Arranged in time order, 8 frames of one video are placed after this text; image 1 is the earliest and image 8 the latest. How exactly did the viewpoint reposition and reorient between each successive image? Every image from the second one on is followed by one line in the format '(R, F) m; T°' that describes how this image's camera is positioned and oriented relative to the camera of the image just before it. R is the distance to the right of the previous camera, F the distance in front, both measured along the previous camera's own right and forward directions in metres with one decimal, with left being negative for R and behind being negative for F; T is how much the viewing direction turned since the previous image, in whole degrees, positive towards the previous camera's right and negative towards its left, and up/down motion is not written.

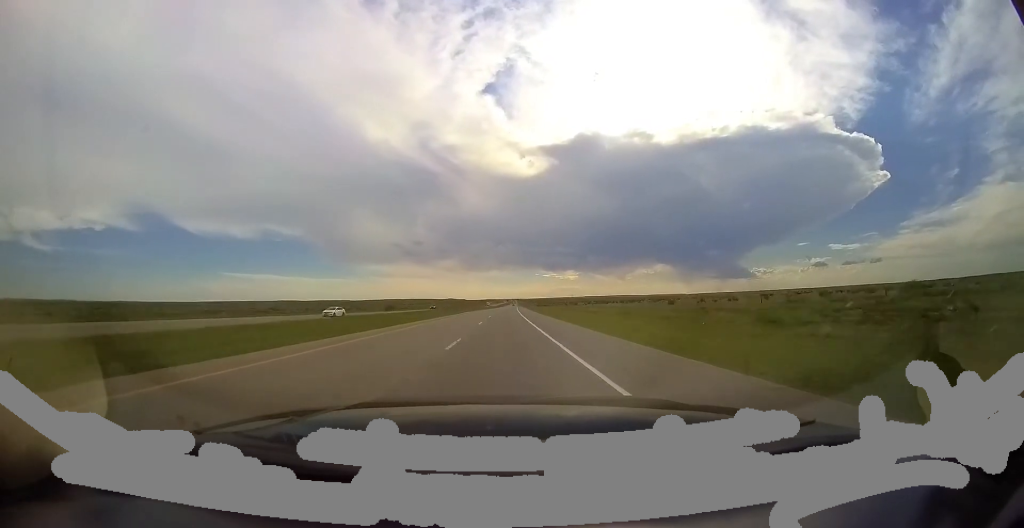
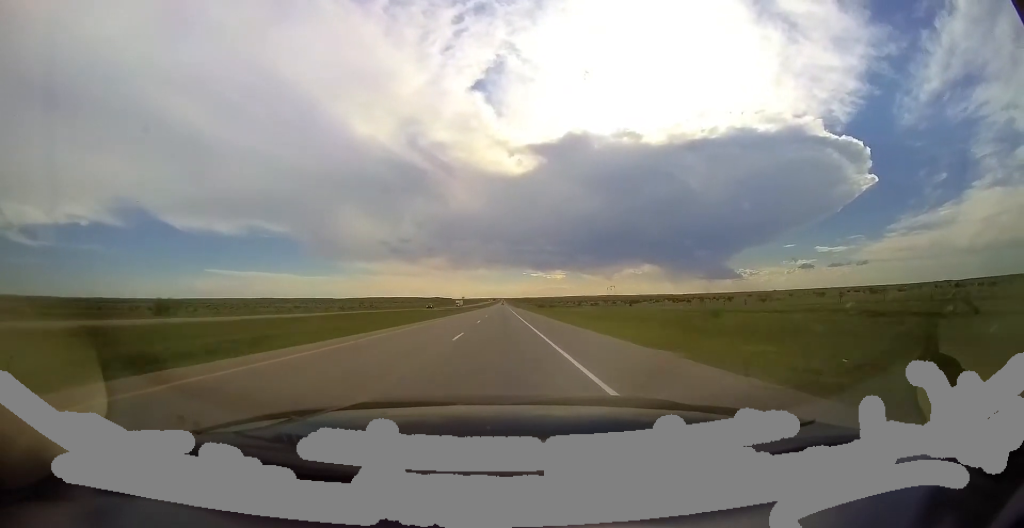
(+1.4, +82.9) m; +1°
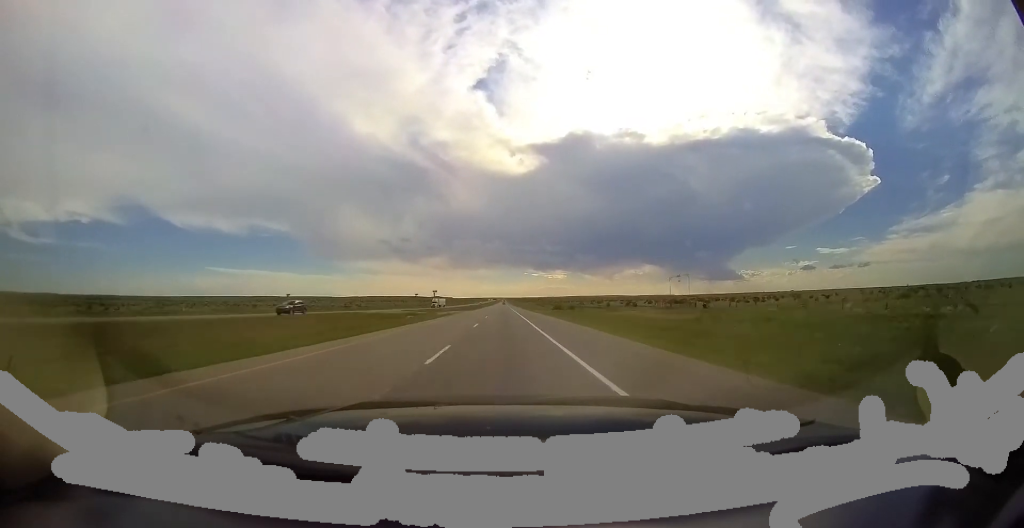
(+0.4, +41.5) m; 0°
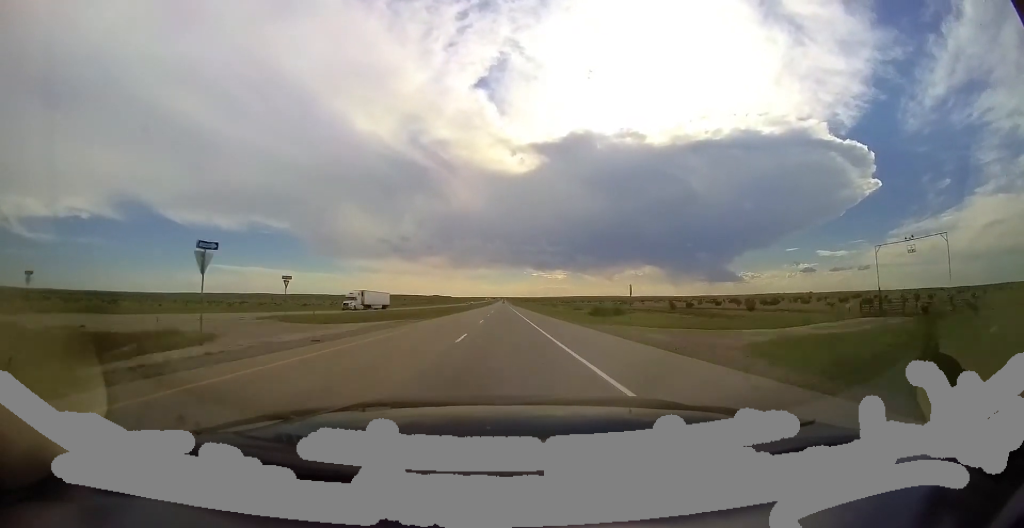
(-0.6, +44.0) m; 0°
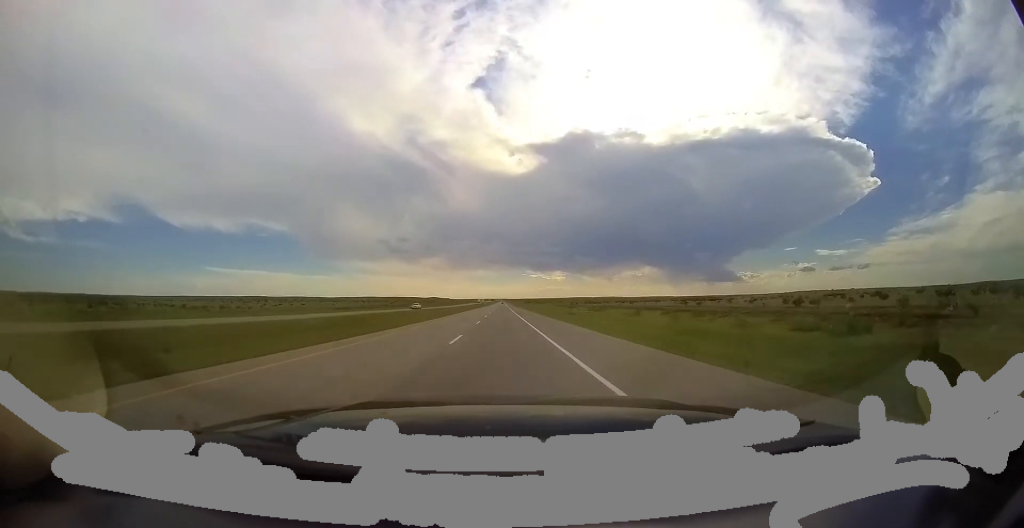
(+0.6, +85.7) m; 0°
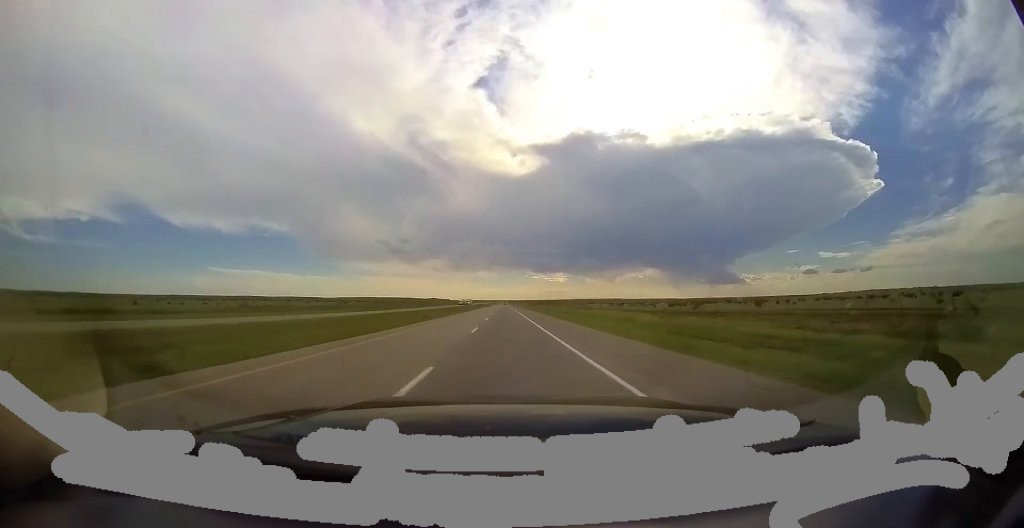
(-1.3, +105.4) m; -1°
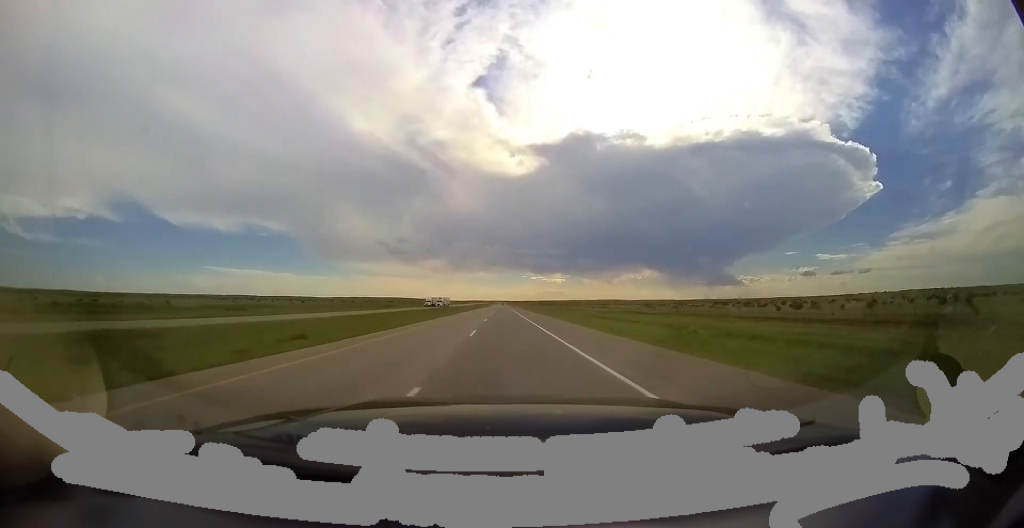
(-0.1, +51.2) m; 0°
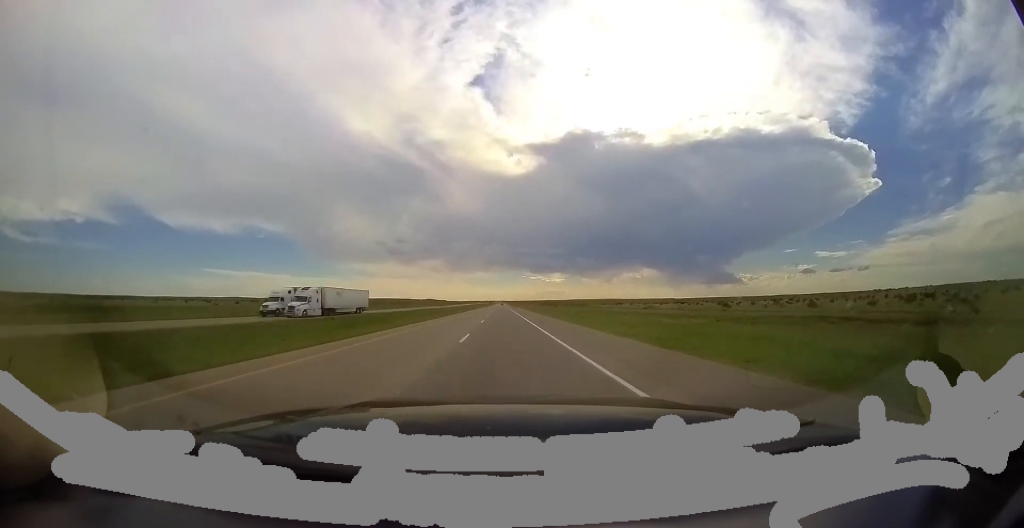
(0.0, +51.0) m; +1°
